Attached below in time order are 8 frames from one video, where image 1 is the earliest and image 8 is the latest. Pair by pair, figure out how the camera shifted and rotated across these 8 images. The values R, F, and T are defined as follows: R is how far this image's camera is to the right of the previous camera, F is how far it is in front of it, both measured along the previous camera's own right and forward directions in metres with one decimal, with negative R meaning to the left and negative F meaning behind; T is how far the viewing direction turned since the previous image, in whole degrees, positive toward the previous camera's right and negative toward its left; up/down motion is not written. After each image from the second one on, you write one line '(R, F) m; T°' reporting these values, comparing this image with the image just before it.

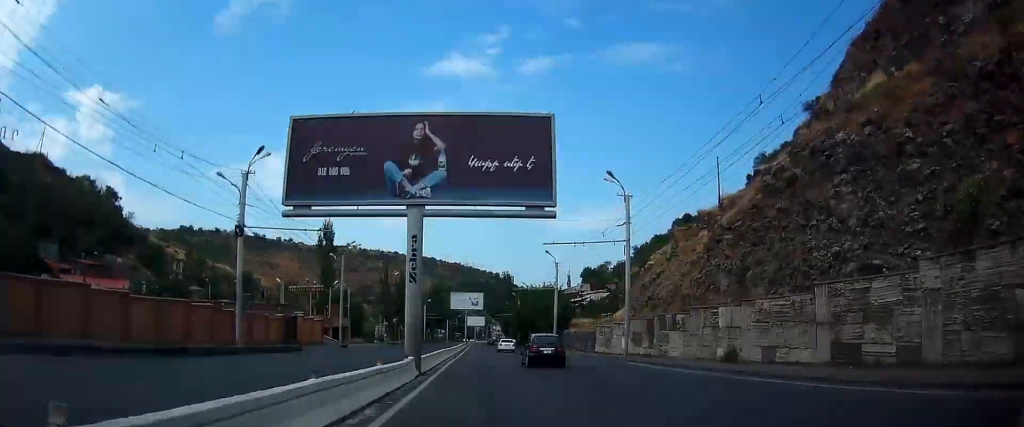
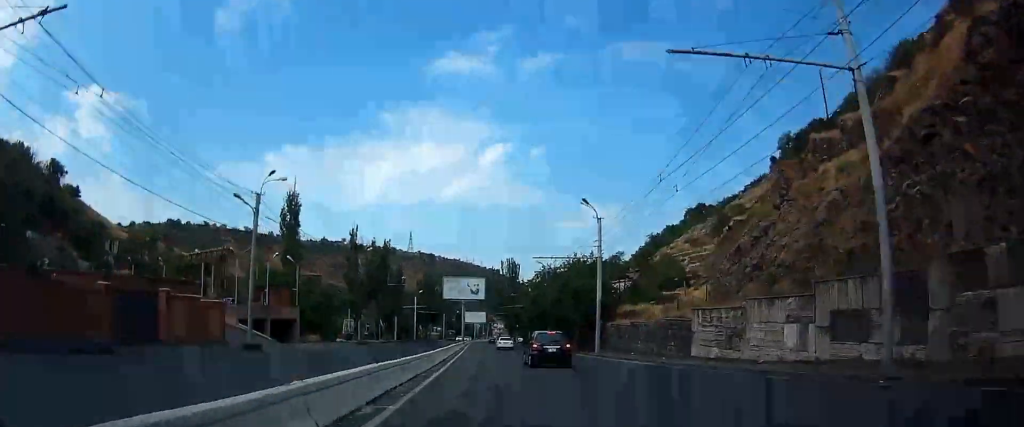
(0.0, +24.4) m; 0°
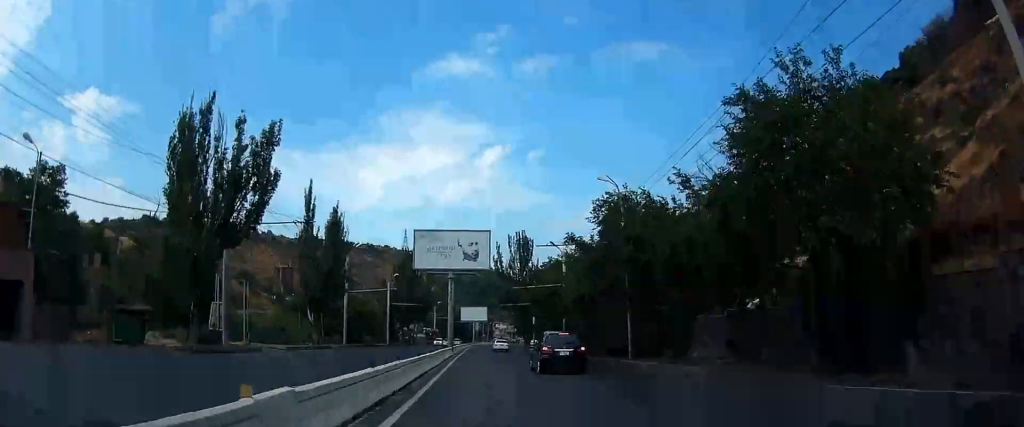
(-0.3, +39.1) m; -1°
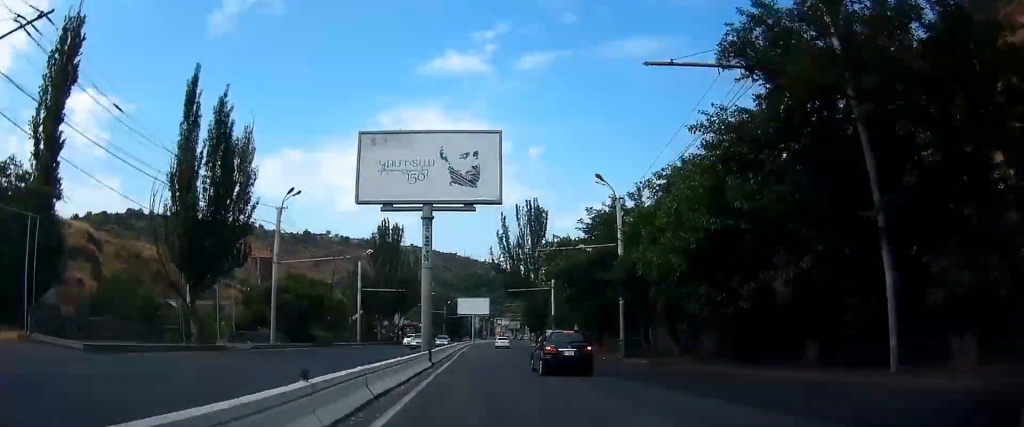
(-0.1, +22.9) m; +1°
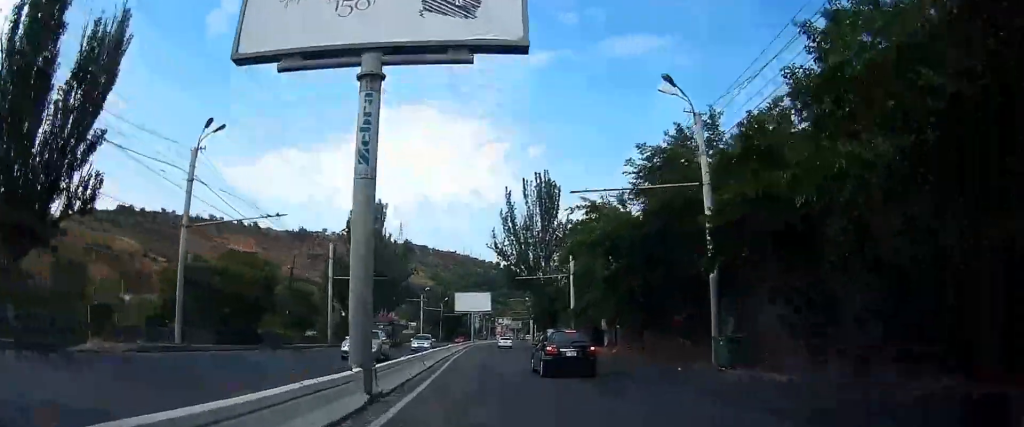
(+0.2, +13.9) m; +1°
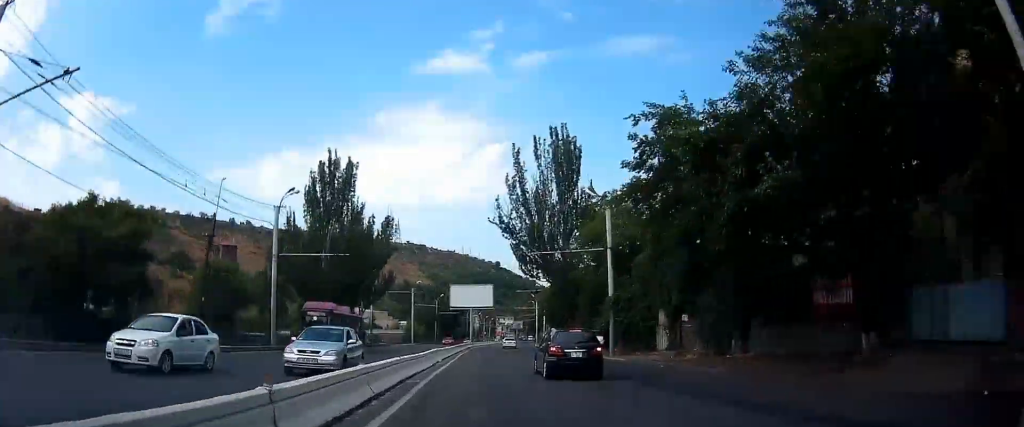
(+0.3, +16.0) m; 0°
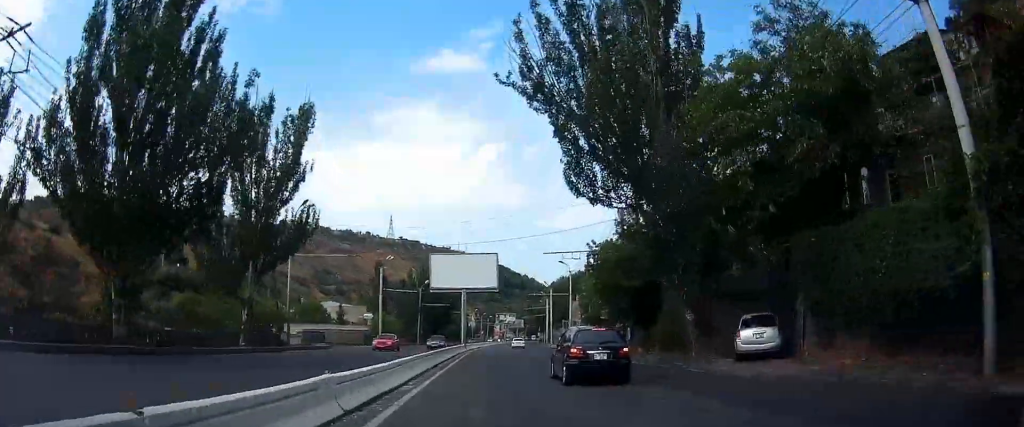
(-0.5, +31.5) m; -1°
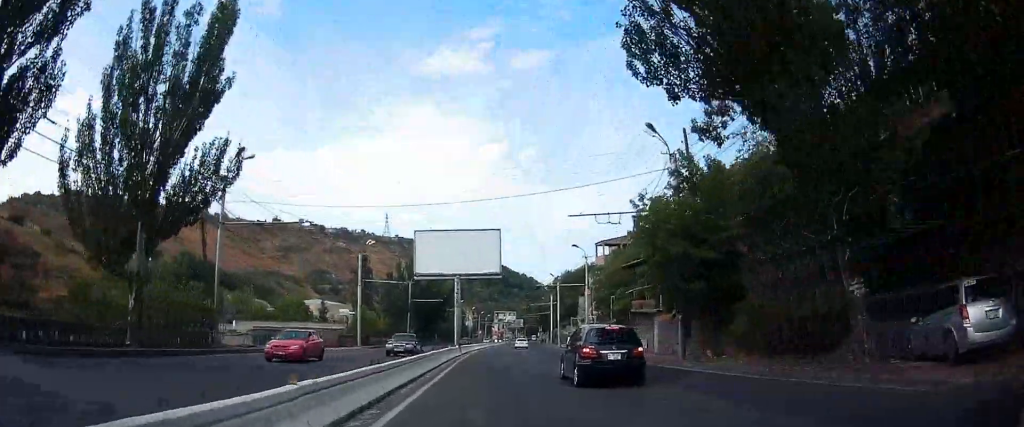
(0.0, +11.9) m; 0°
